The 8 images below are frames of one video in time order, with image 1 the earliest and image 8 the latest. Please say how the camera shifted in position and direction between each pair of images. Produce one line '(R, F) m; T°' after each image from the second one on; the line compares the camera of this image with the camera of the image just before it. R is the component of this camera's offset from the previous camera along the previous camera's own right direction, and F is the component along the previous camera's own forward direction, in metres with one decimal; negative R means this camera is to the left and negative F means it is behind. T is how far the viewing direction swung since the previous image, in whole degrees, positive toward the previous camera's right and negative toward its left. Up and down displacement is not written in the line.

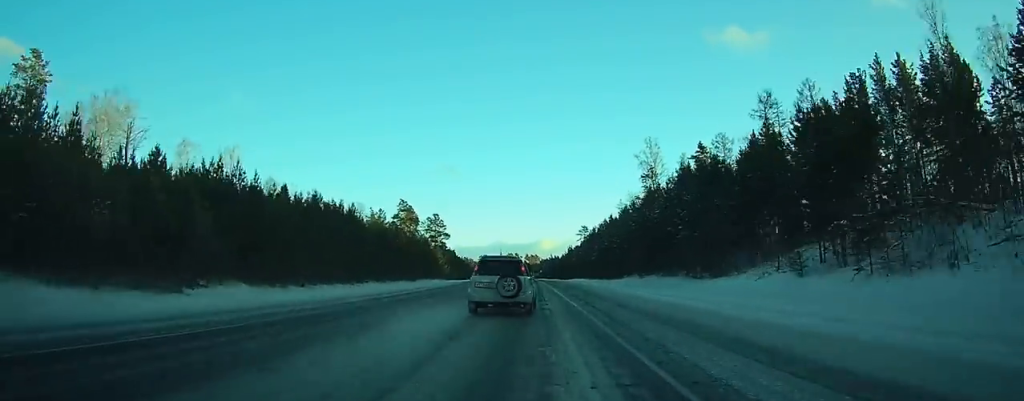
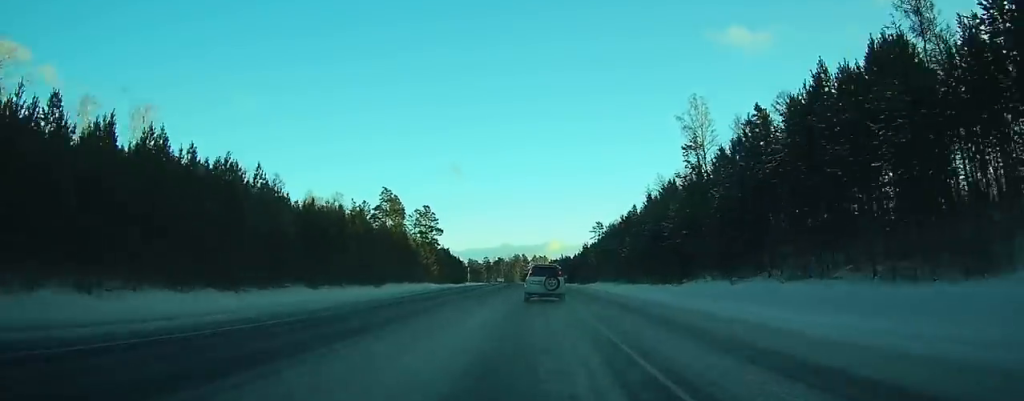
(+0.1, +29.5) m; -1°
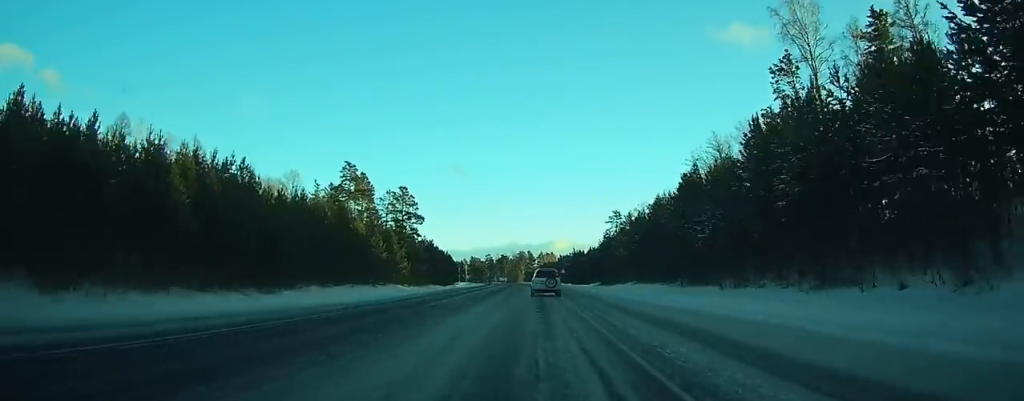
(-0.5, +34.9) m; -1°
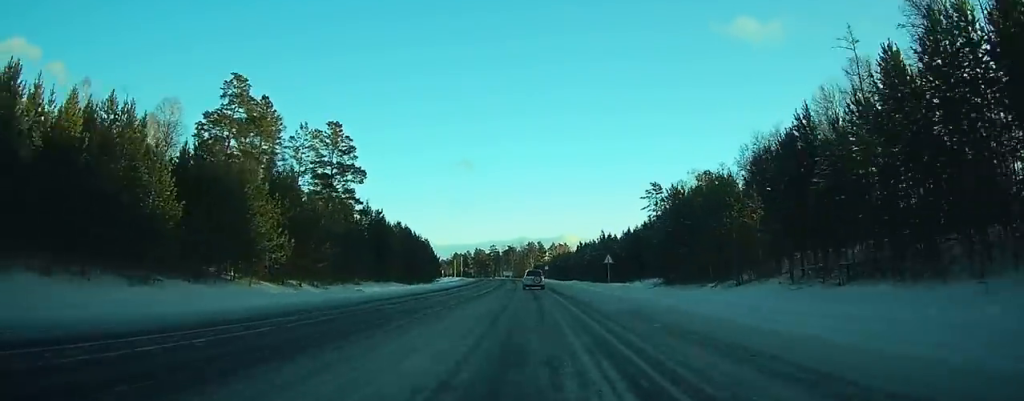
(-0.3, +50.1) m; -1°
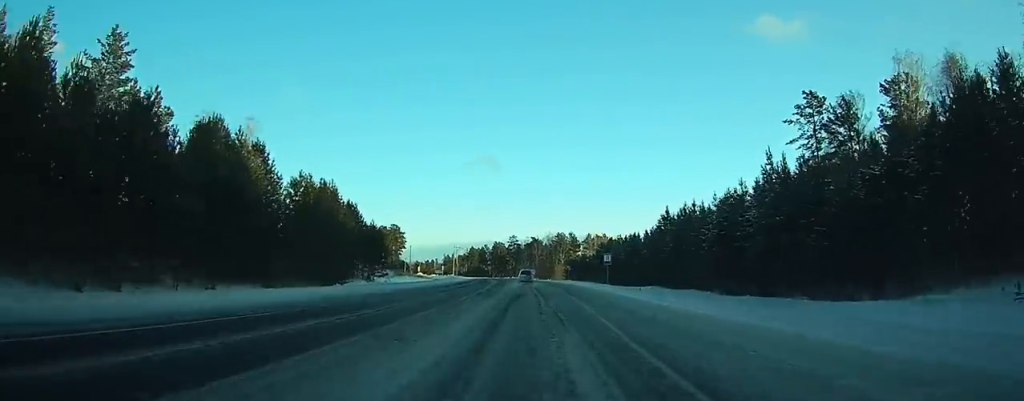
(-1.7, +75.0) m; -3°
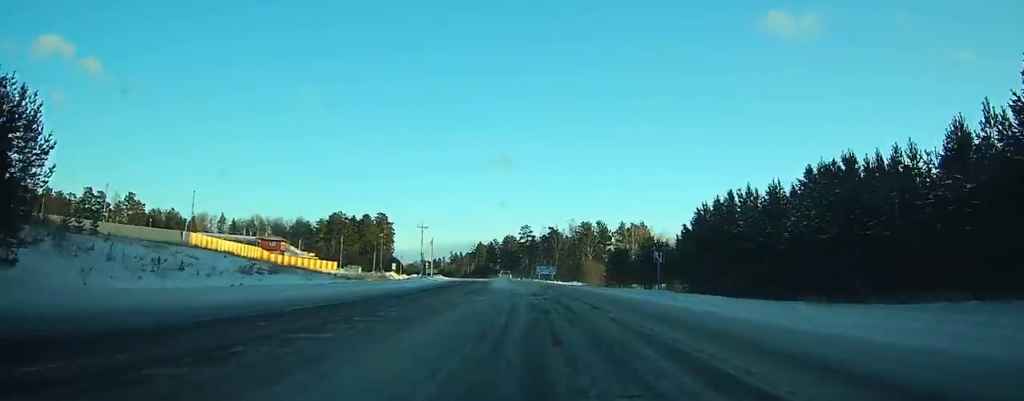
(-0.9, +61.6) m; -2°
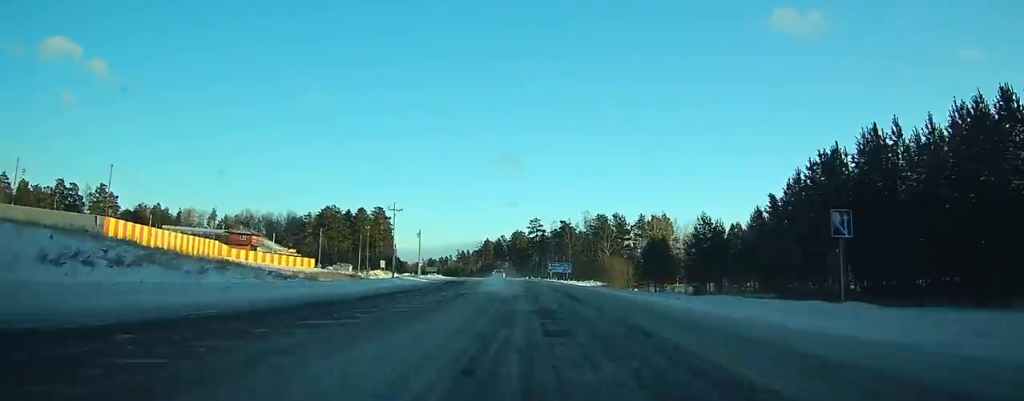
(-0.1, +21.6) m; -1°
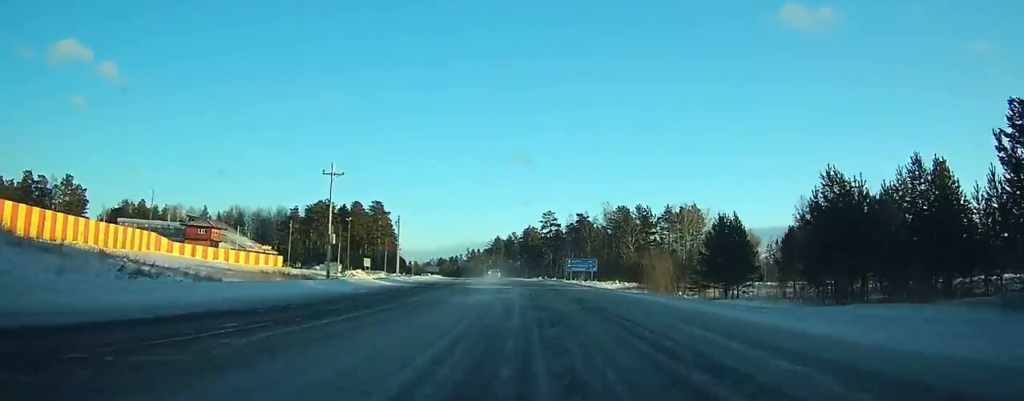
(-0.2, +22.7) m; -1°
